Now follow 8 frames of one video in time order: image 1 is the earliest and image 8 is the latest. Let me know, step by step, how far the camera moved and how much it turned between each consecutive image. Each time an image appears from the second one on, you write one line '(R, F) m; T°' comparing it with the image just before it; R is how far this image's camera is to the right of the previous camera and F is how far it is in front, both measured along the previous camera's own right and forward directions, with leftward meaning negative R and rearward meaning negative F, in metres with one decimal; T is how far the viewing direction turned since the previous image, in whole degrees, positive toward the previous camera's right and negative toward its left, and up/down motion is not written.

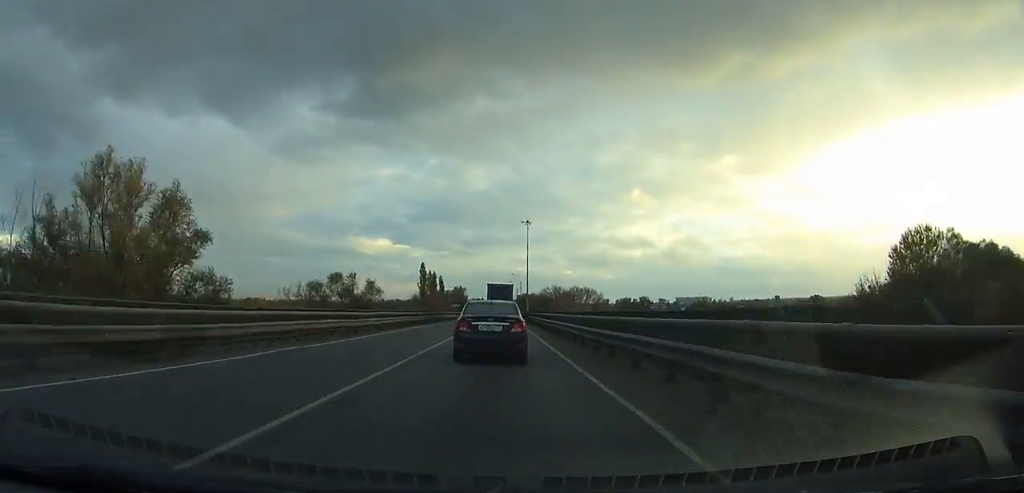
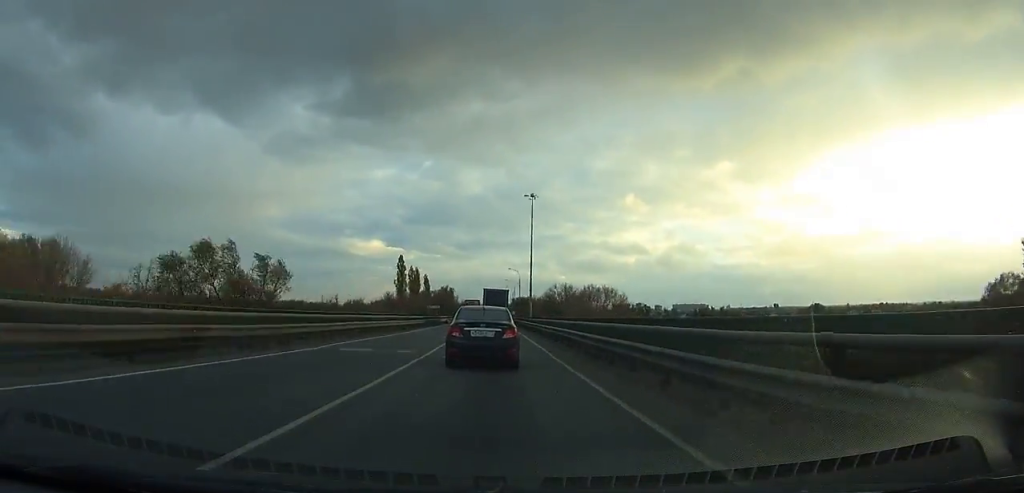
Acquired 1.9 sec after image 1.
(0.0, +33.6) m; 0°
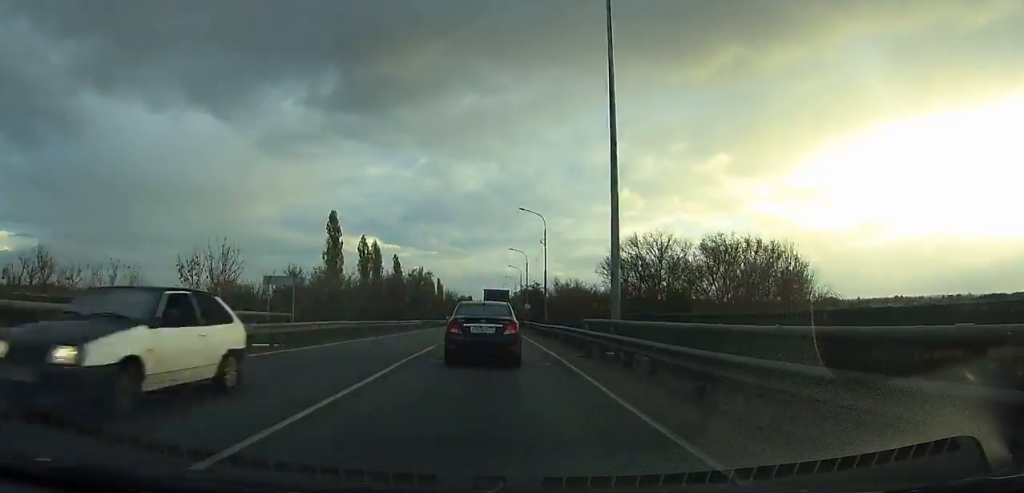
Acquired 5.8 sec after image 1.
(+0.1, +70.0) m; 0°
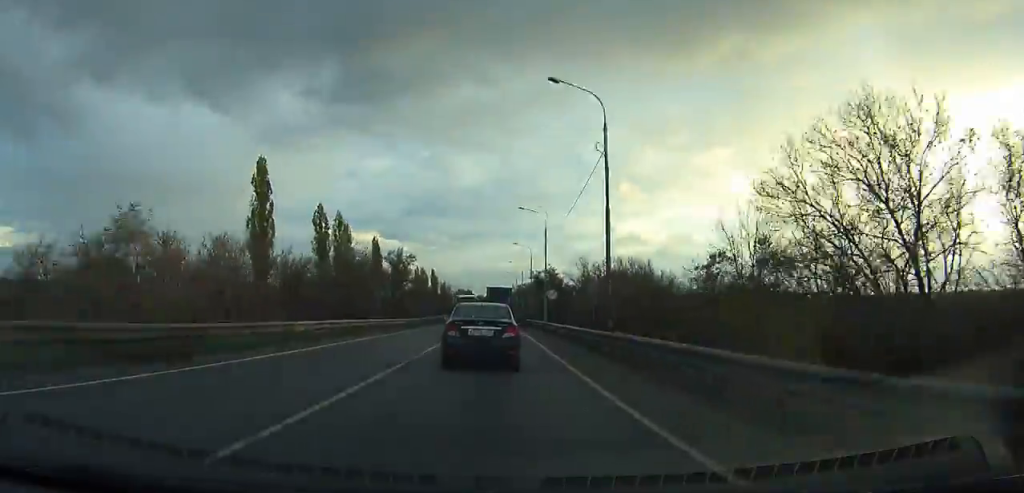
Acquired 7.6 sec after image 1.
(+0.1, +32.6) m; 0°
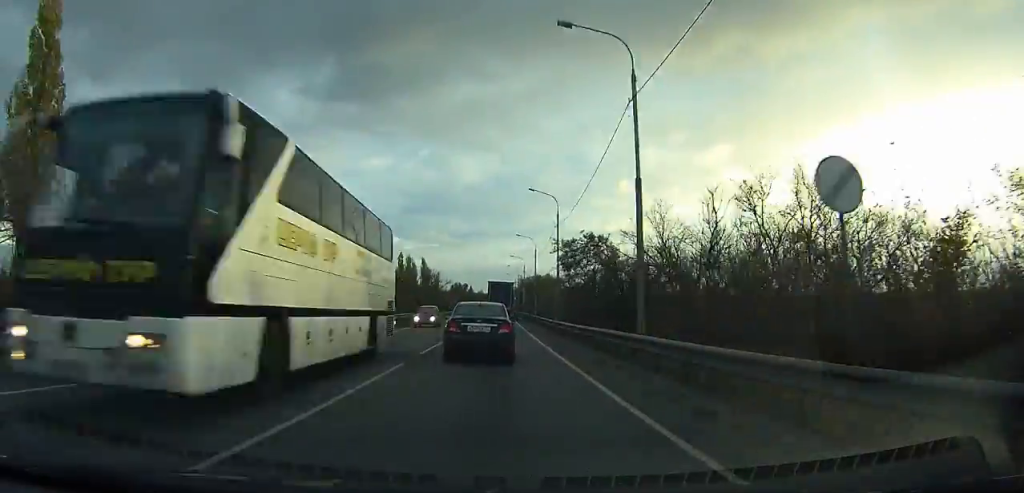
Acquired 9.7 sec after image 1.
(+0.1, +38.3) m; 0°
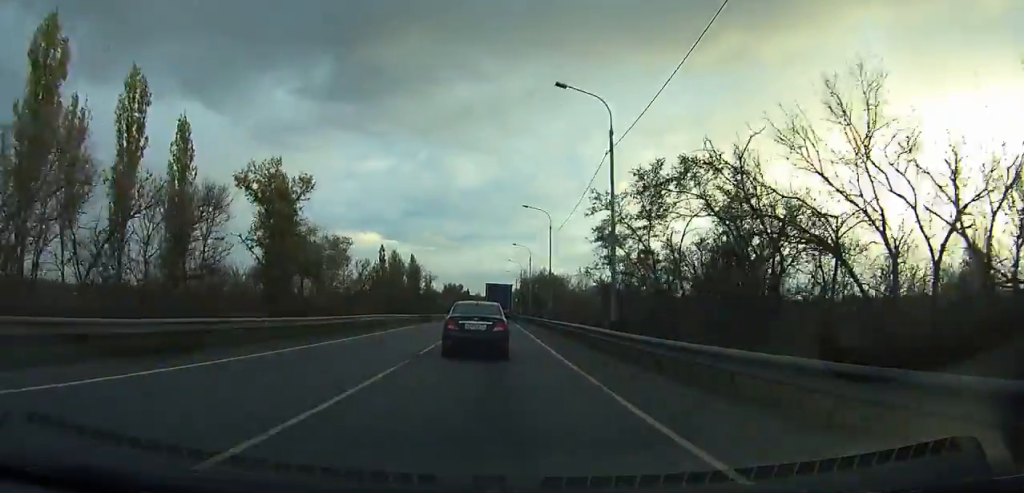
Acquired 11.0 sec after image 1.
(-0.1, +23.0) m; 0°
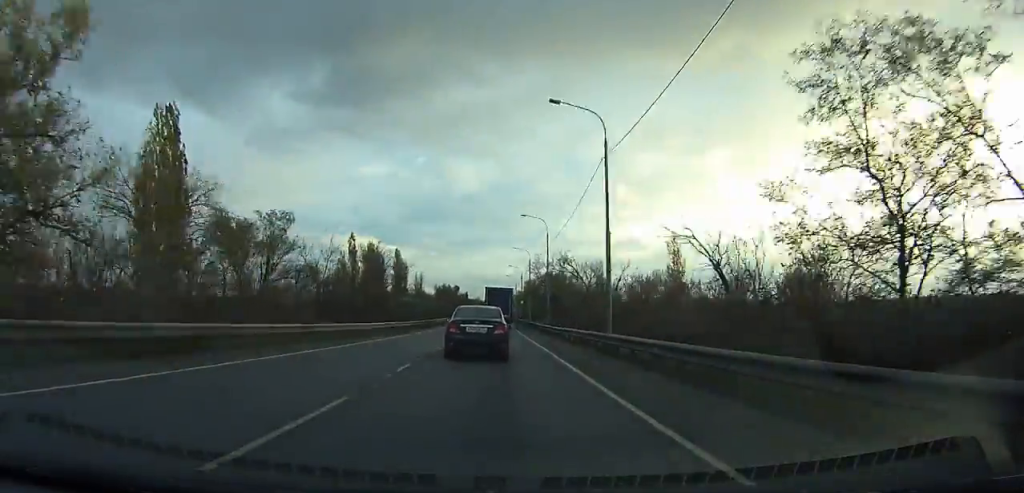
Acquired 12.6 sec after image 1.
(-0.1, +28.2) m; 0°
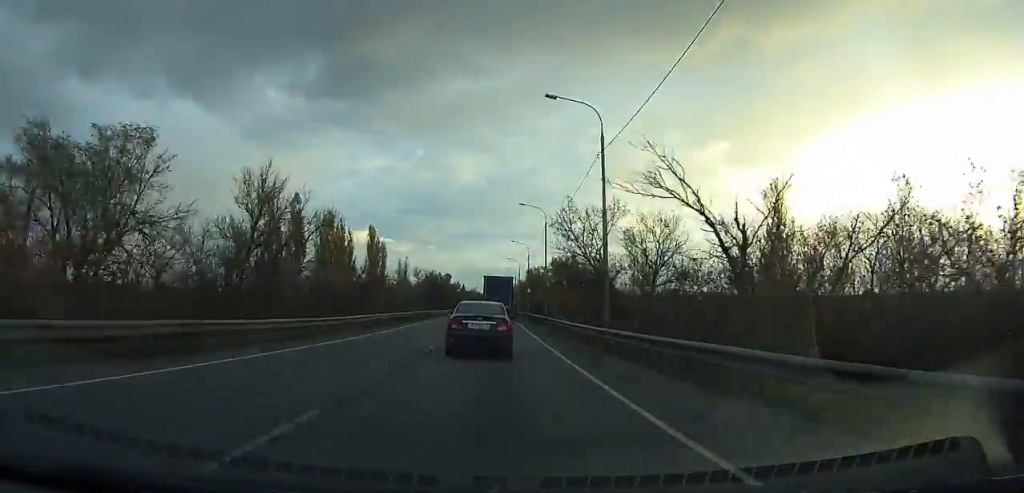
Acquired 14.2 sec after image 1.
(+0.1, +28.7) m; 0°
